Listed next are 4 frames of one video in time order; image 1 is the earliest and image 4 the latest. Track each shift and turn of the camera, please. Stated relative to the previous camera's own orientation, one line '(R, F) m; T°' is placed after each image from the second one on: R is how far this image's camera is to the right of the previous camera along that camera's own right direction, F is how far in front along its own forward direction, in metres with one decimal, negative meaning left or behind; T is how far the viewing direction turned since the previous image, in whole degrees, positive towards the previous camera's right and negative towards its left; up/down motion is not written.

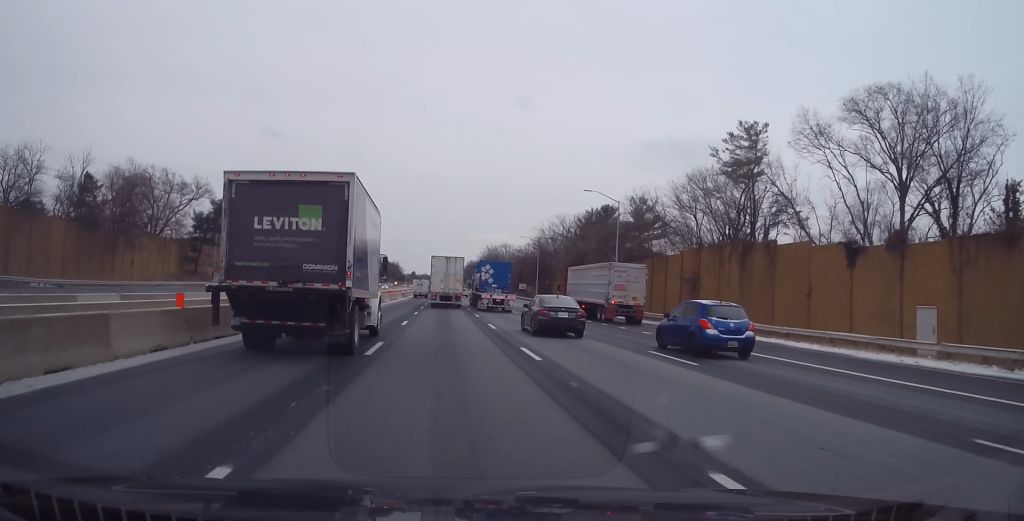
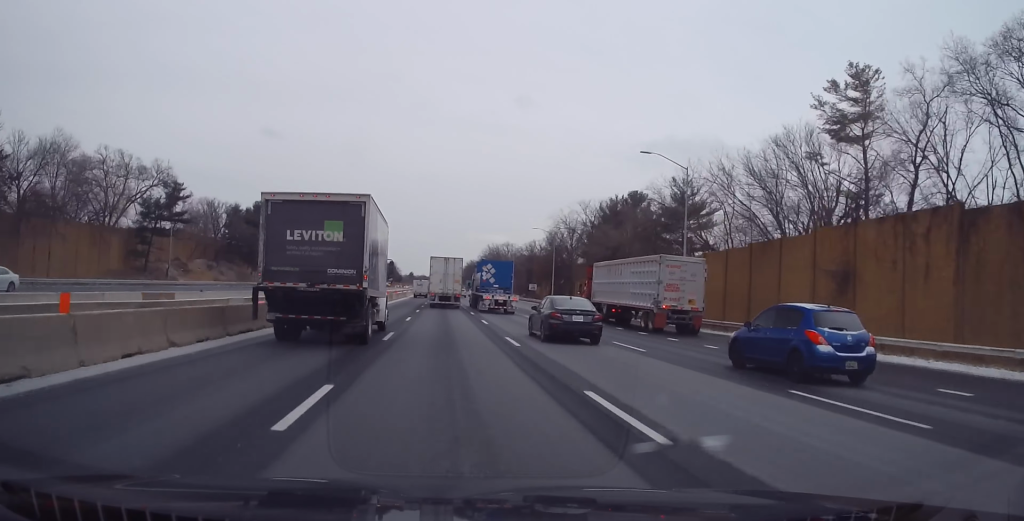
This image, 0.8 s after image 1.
(0.0, +20.1) m; 0°
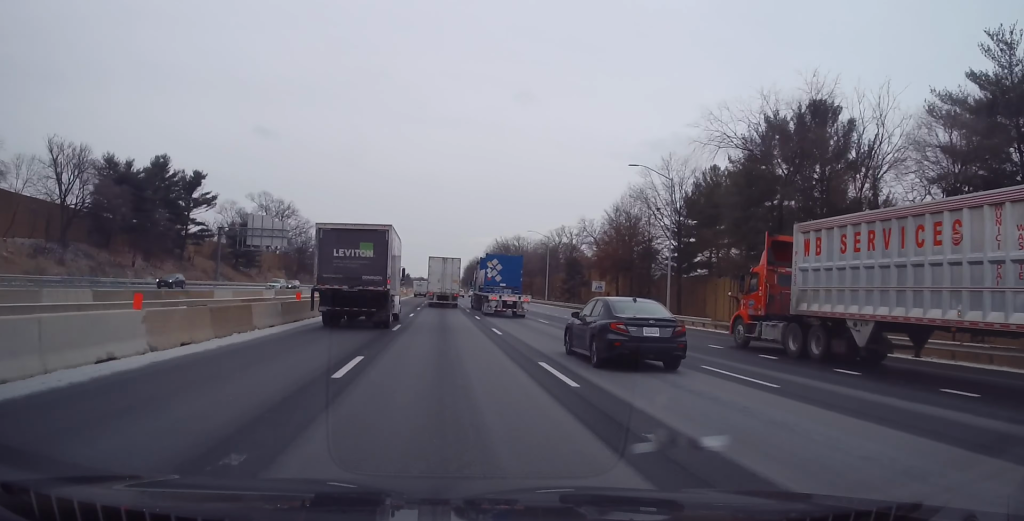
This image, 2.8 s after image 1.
(+0.1, +55.9) m; 0°
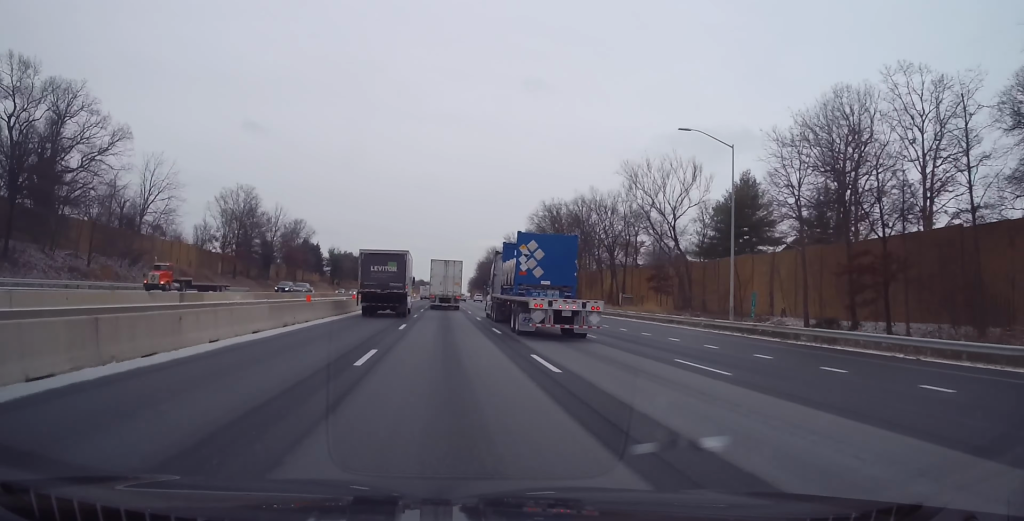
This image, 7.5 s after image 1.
(+0.2, +131.0) m; 0°
